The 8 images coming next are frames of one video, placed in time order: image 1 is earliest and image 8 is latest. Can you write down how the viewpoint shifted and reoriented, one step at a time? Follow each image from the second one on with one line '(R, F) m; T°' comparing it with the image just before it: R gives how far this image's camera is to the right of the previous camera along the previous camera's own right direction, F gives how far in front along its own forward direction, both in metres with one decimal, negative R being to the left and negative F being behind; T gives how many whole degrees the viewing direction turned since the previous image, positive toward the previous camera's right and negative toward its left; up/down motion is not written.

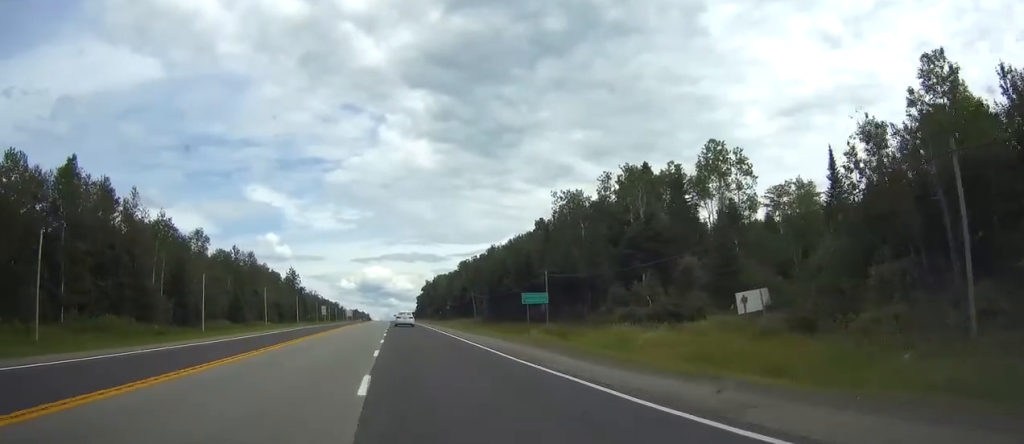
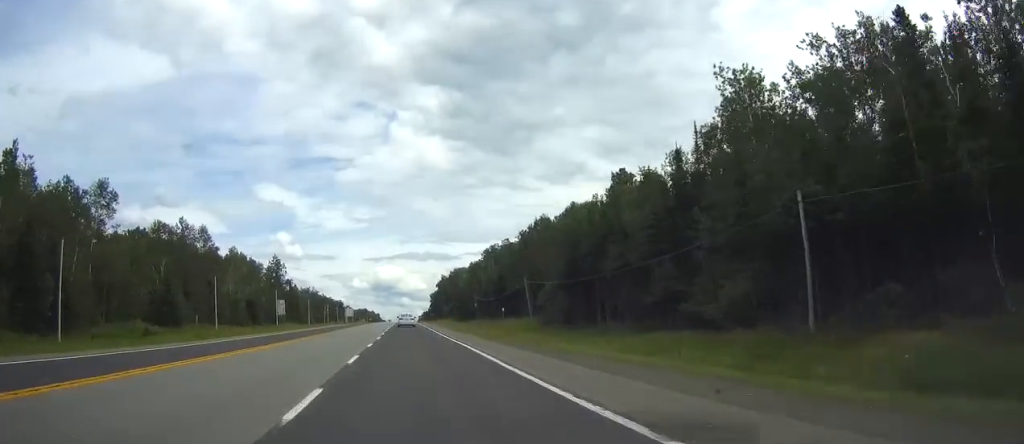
(-0.4, +55.4) m; 0°
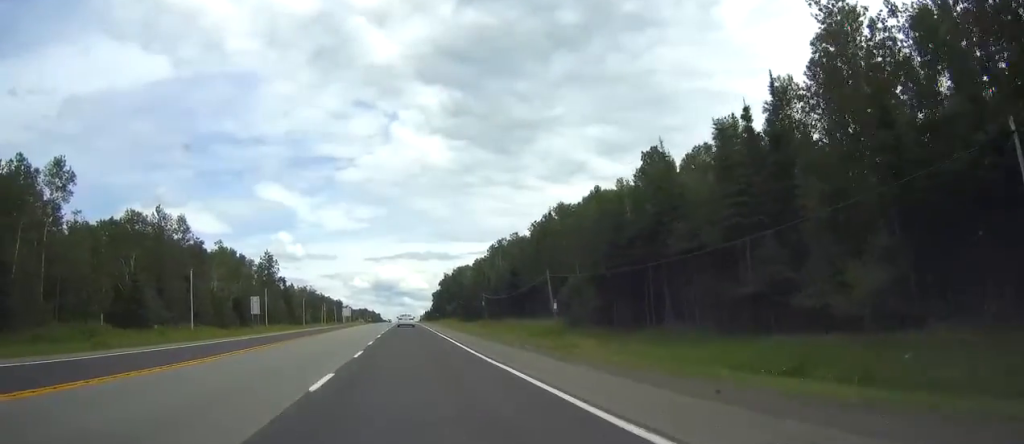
(0.0, +14.5) m; 0°
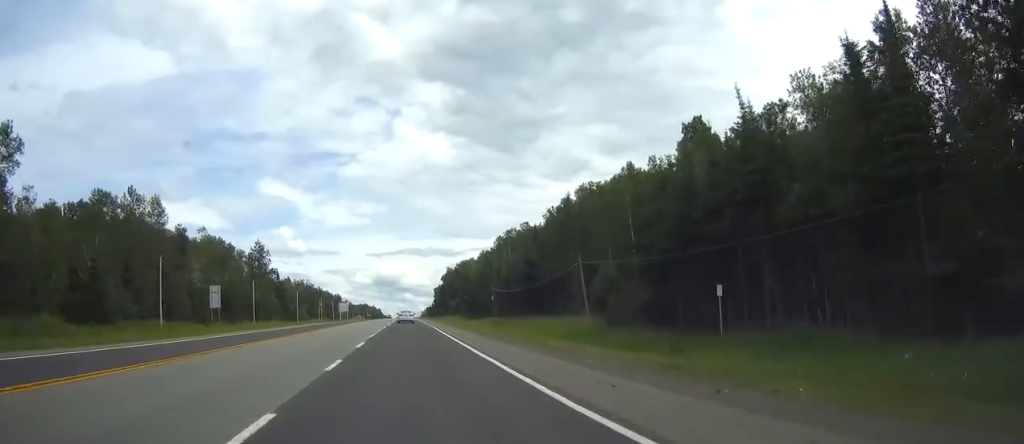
(0.0, +14.5) m; 0°
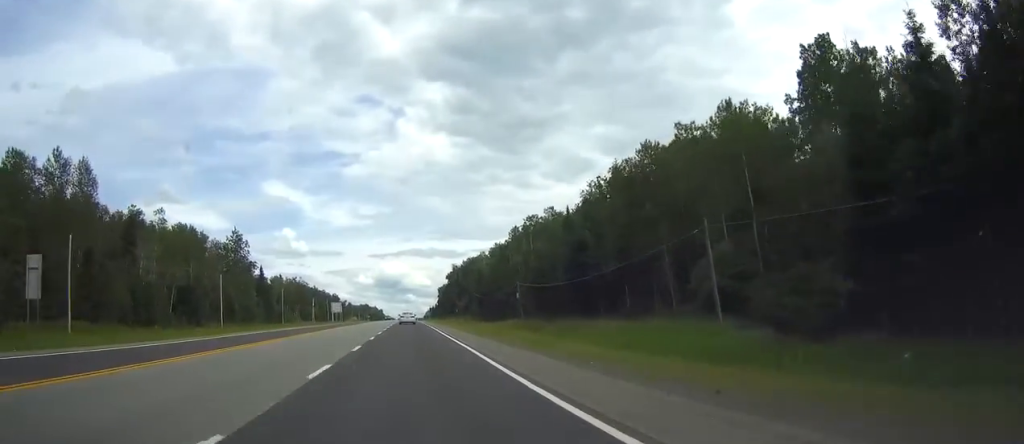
(0.0, +27.9) m; 0°
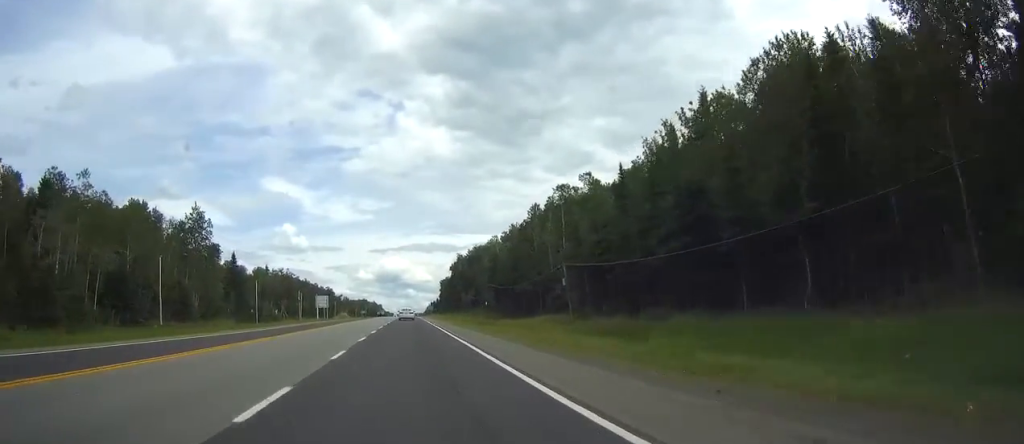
(0.0, +31.2) m; 0°
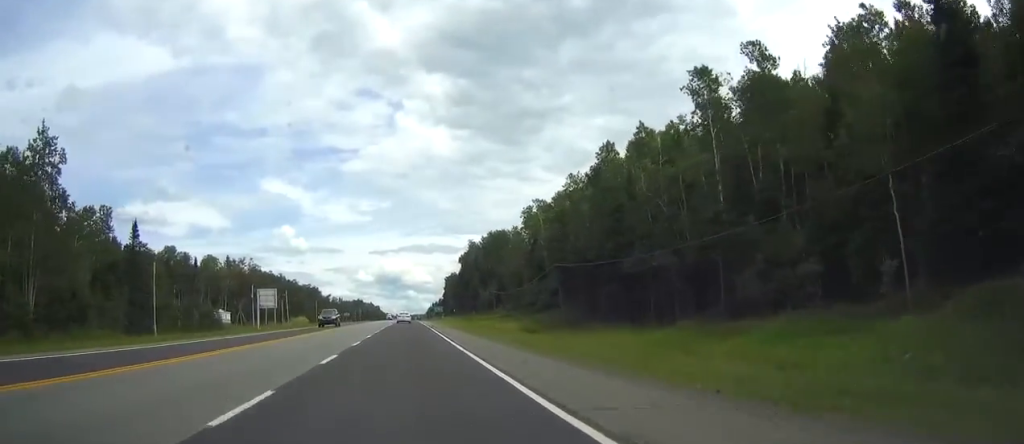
(0.0, +63.2) m; 0°
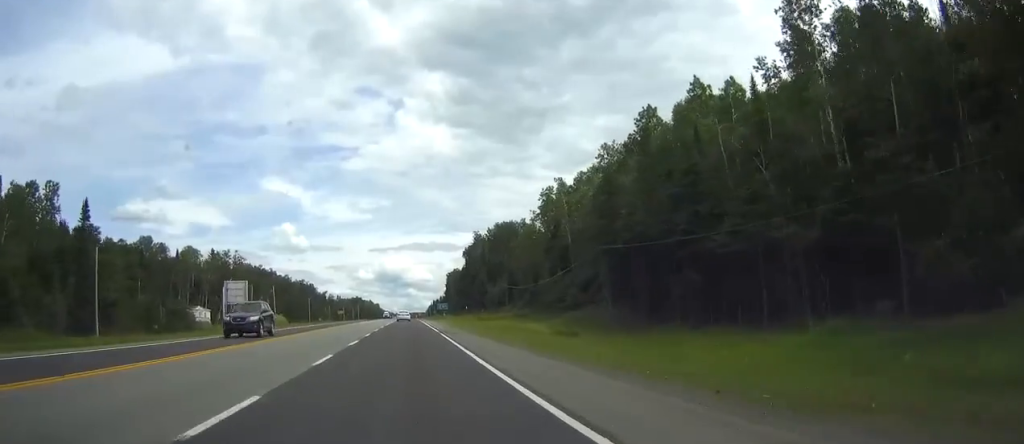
(0.0, +18.7) m; 0°
